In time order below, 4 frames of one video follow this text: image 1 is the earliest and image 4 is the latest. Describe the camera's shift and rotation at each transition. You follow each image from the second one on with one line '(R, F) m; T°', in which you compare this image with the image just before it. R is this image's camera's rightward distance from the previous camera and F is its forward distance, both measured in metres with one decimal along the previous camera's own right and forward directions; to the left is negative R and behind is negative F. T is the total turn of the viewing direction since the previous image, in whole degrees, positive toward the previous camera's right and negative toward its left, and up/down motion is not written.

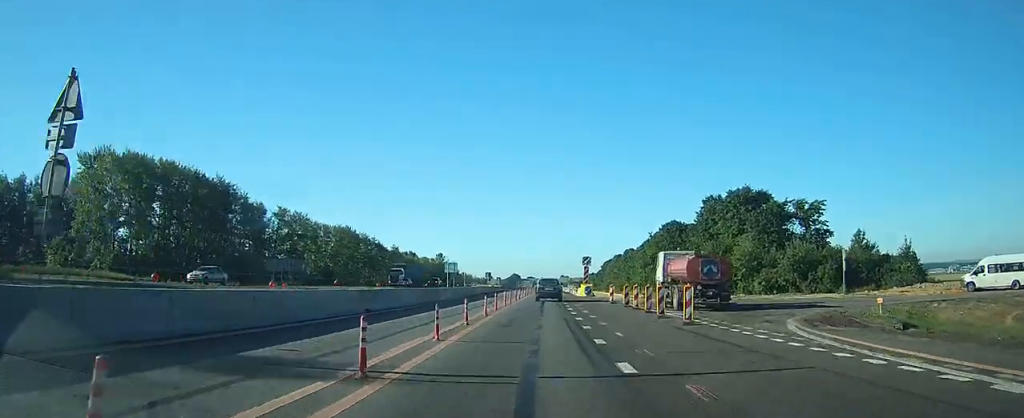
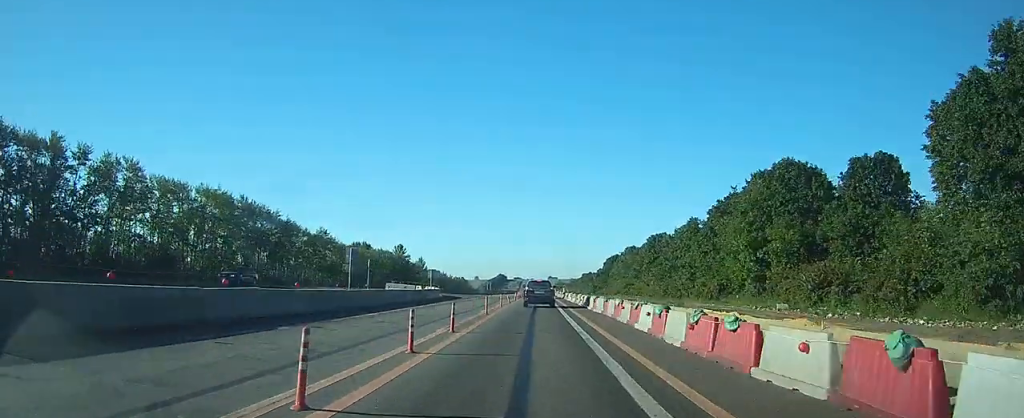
(+1.6, +67.5) m; +2°
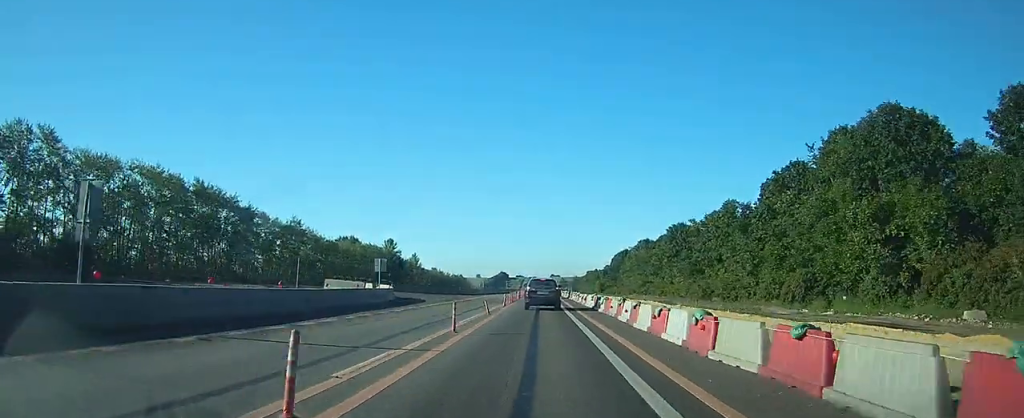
(0.0, +20.2) m; 0°
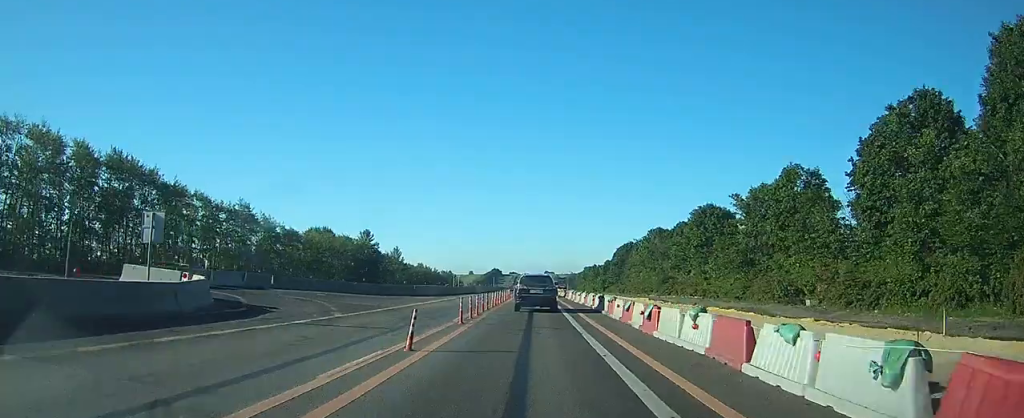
(0.0, +25.4) m; 0°
